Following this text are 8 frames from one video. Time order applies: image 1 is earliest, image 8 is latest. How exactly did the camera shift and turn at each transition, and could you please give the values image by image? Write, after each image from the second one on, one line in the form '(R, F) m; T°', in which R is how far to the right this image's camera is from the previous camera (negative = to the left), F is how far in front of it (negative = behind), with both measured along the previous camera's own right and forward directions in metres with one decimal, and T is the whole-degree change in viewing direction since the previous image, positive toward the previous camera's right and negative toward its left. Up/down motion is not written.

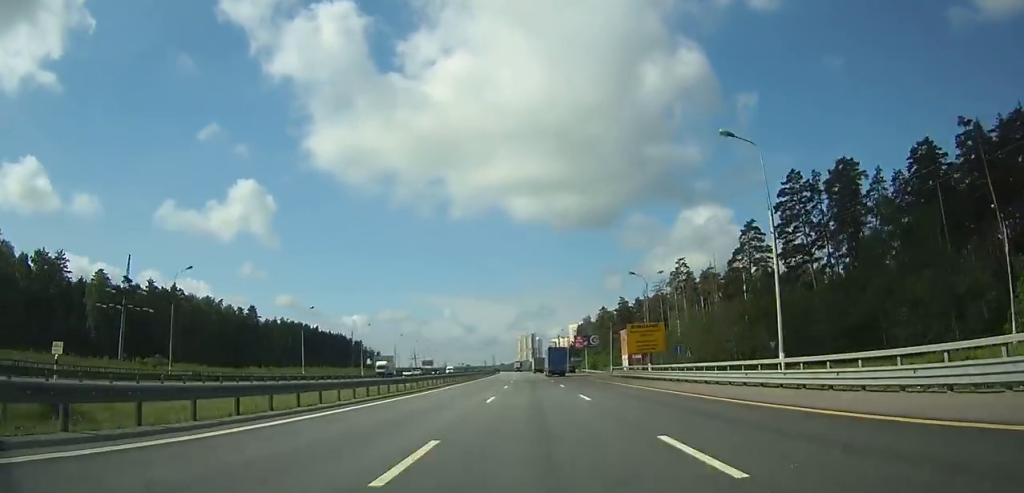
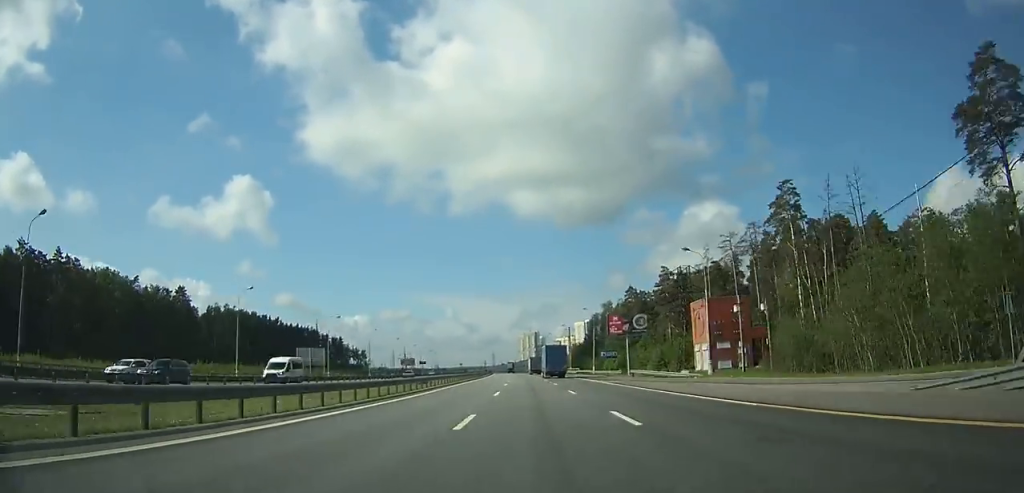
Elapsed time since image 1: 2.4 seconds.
(+0.1, +57.6) m; 0°
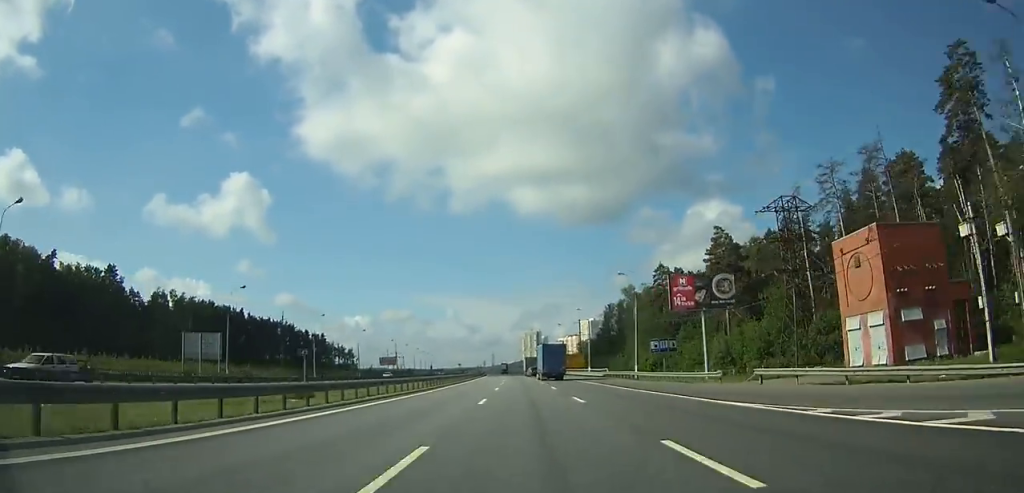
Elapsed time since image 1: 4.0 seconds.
(-0.3, +38.5) m; -1°
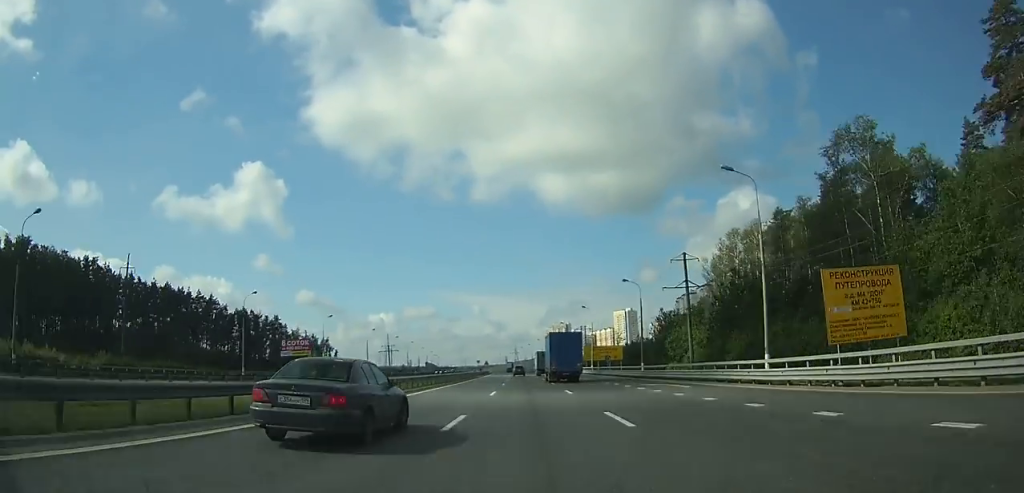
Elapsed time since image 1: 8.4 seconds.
(-2.1, +106.0) m; -3°
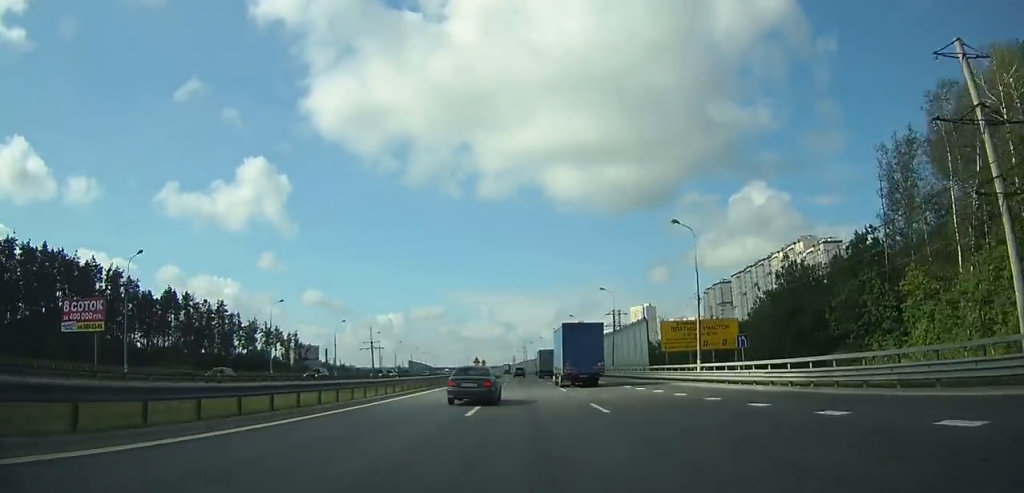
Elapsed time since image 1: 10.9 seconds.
(-1.0, +60.5) m; -1°
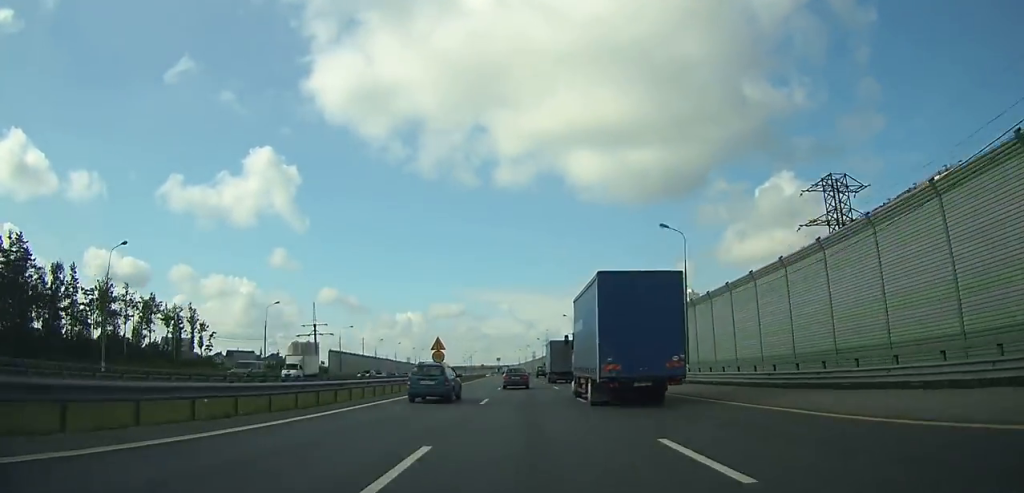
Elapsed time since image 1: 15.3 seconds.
(-1.5, +107.8) m; -2°
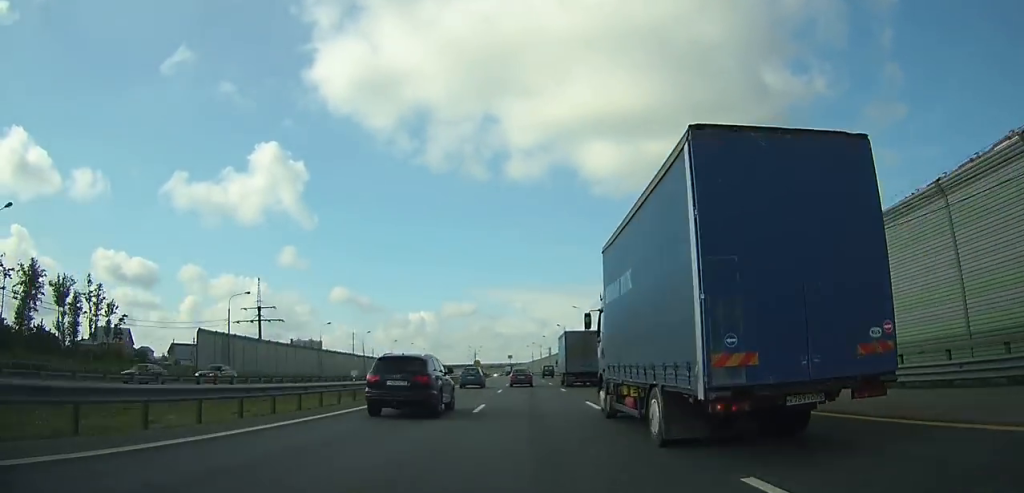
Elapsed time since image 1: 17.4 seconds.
(-0.4, +52.2) m; -1°
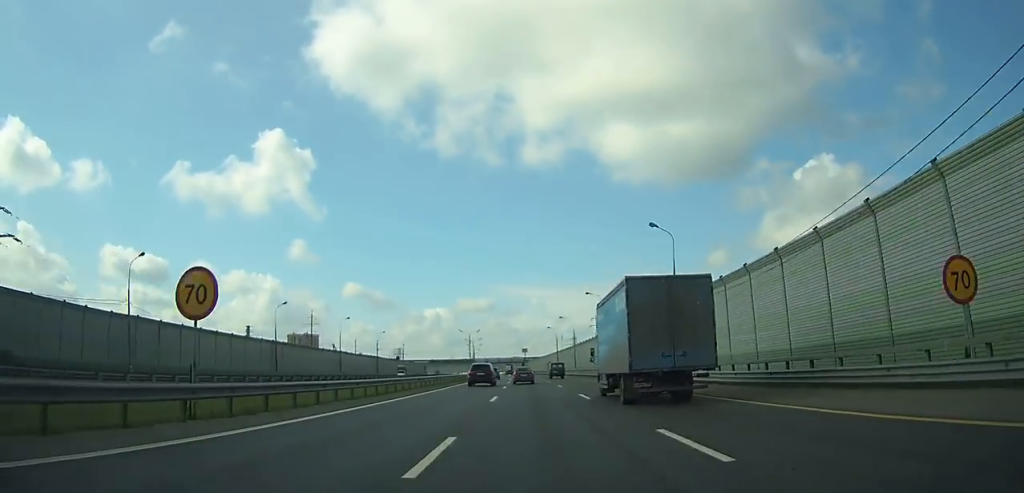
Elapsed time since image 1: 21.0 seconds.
(-1.4, +90.9) m; -2°
